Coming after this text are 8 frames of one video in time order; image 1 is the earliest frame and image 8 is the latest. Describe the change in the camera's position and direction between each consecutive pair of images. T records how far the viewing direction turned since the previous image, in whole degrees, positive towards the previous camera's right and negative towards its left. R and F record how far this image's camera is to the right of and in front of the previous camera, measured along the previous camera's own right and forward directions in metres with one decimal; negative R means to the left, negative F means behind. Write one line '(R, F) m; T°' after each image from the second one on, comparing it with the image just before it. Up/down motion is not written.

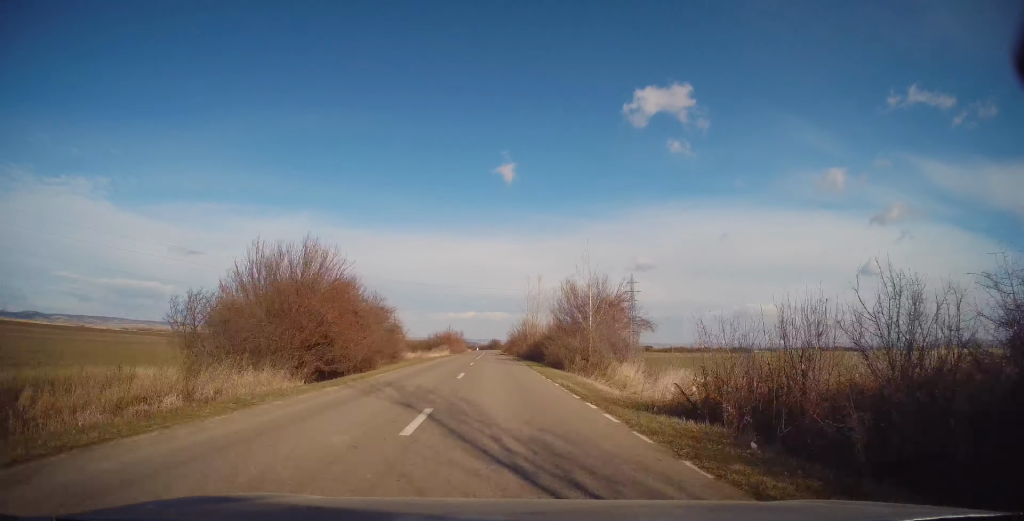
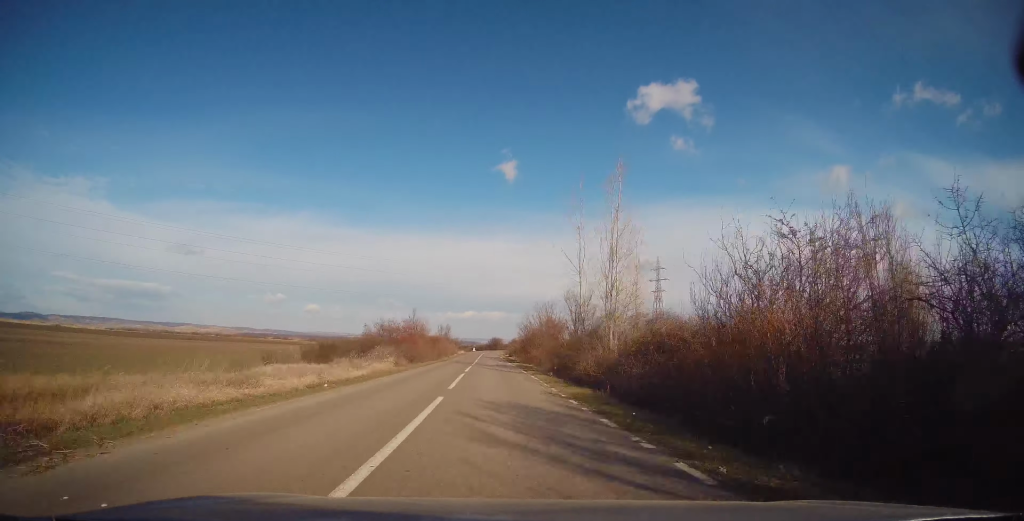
(0.0, +40.8) m; 0°
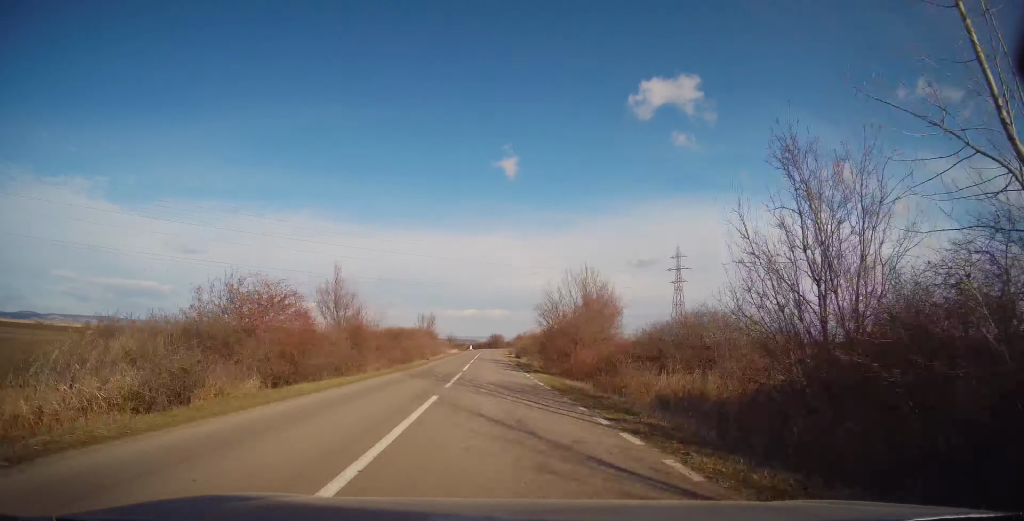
(+0.3, +23.5) m; 0°
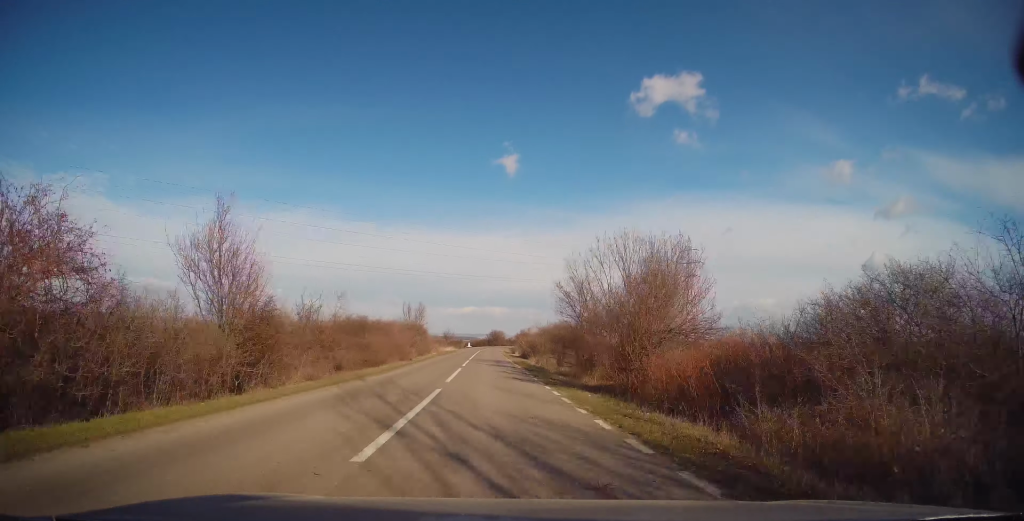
(0.0, +10.8) m; 0°
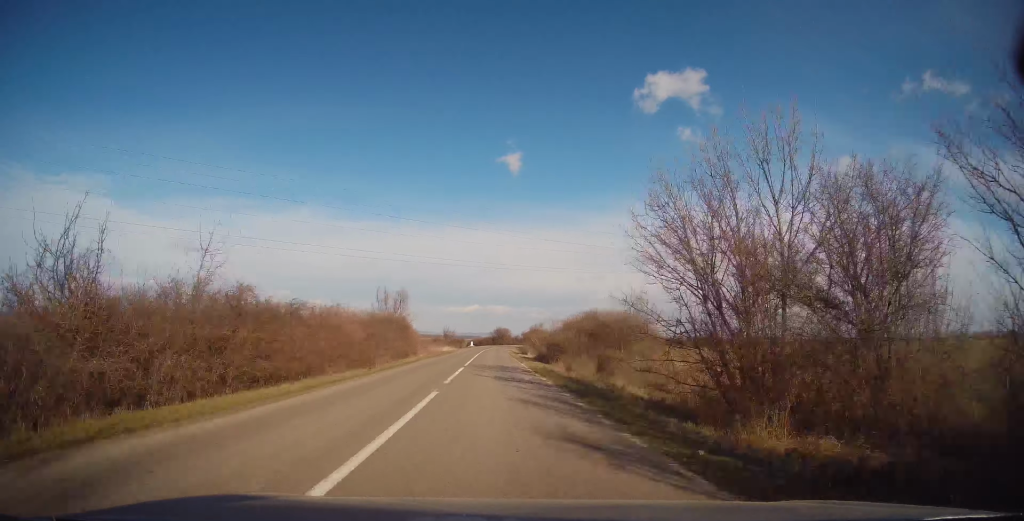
(-0.2, +14.1) m; 0°
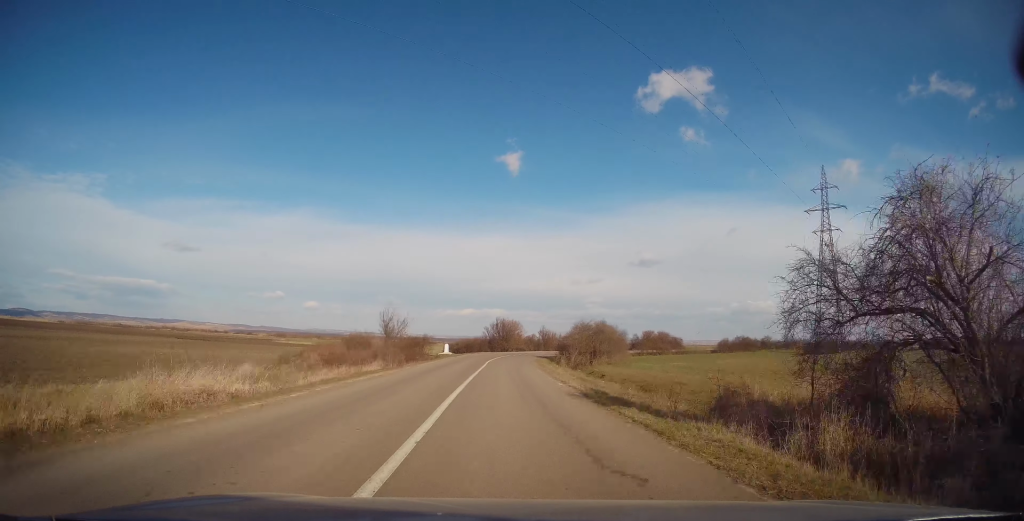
(-0.1, +62.0) m; 0°
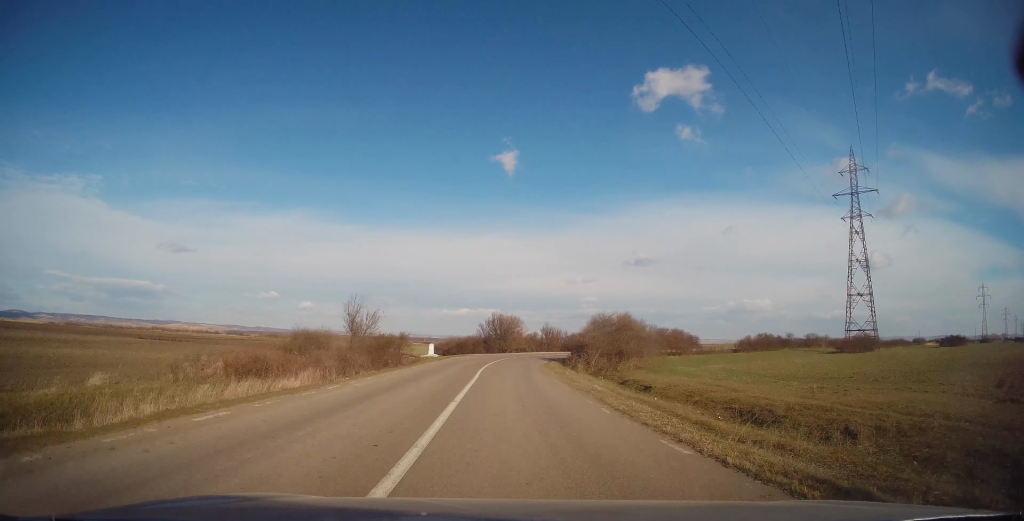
(-0.1, +11.1) m; 0°
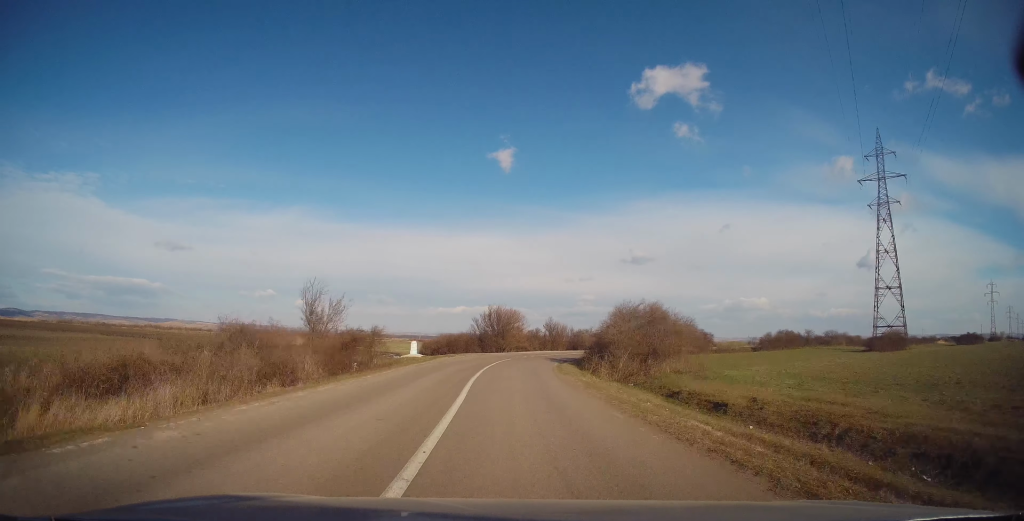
(+0.1, +8.7) m; +1°
